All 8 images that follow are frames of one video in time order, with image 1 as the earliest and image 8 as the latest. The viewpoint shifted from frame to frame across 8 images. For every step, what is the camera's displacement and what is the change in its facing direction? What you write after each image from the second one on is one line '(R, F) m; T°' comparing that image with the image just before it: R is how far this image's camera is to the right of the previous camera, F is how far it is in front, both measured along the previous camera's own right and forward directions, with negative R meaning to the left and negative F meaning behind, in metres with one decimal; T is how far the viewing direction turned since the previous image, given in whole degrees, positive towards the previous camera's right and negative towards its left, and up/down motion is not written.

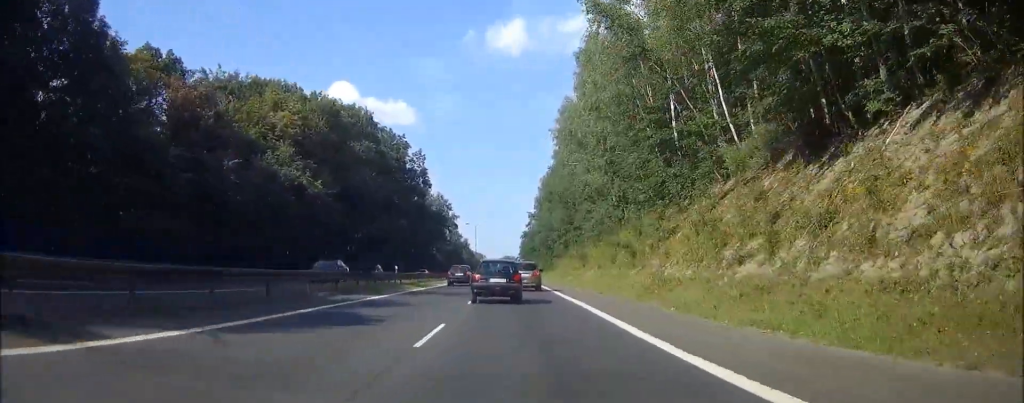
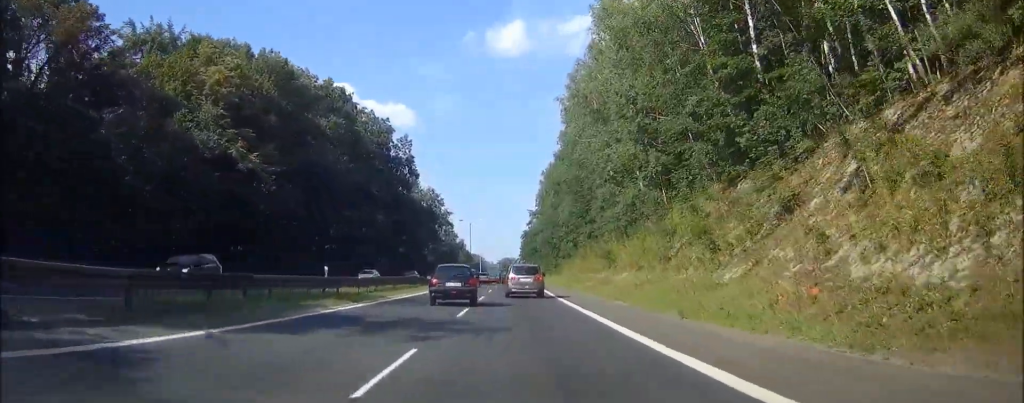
(0.0, +16.0) m; 0°
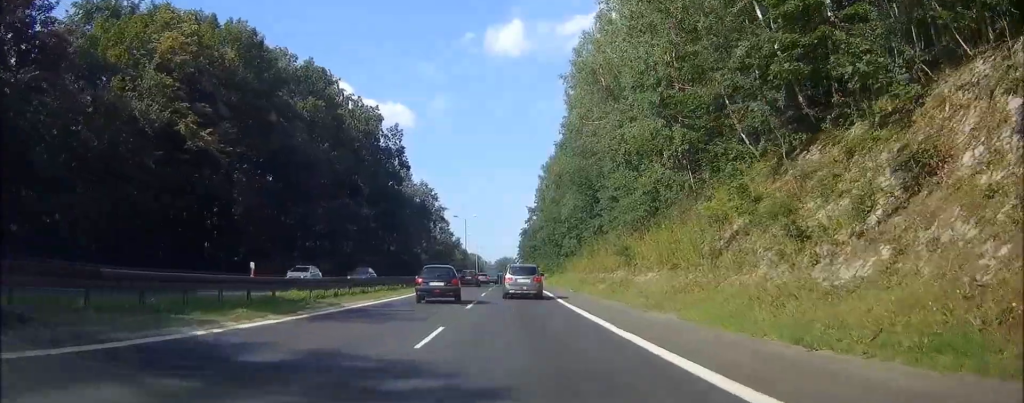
(0.0, +8.2) m; 0°
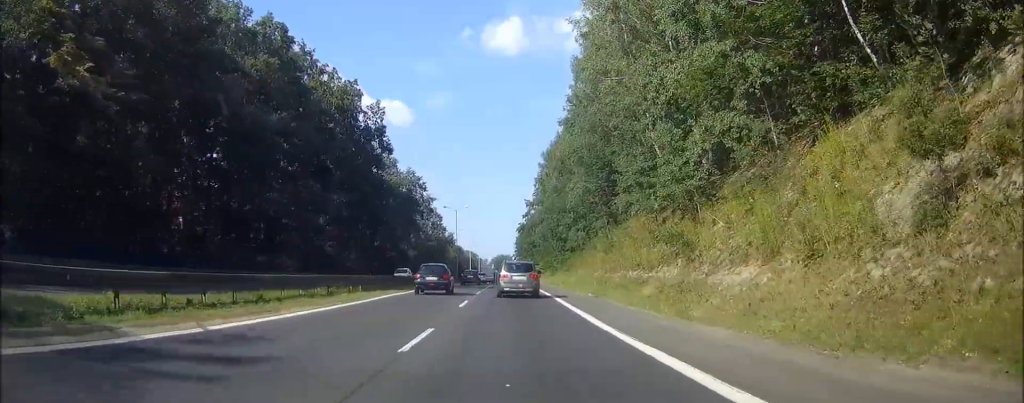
(0.0, +14.5) m; 0°
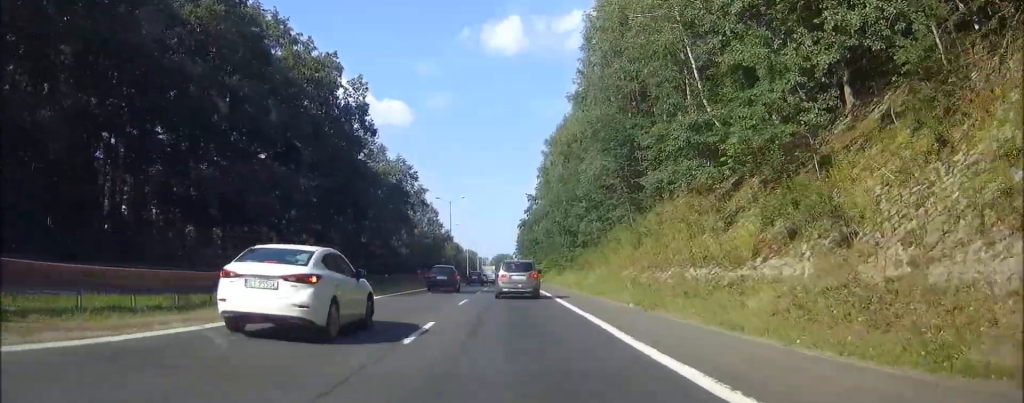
(0.0, +12.3) m; 0°
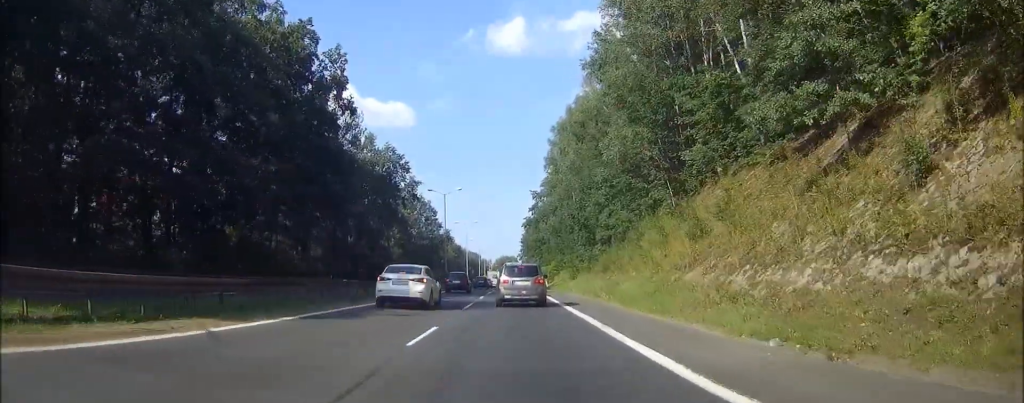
(0.0, +11.5) m; 0°
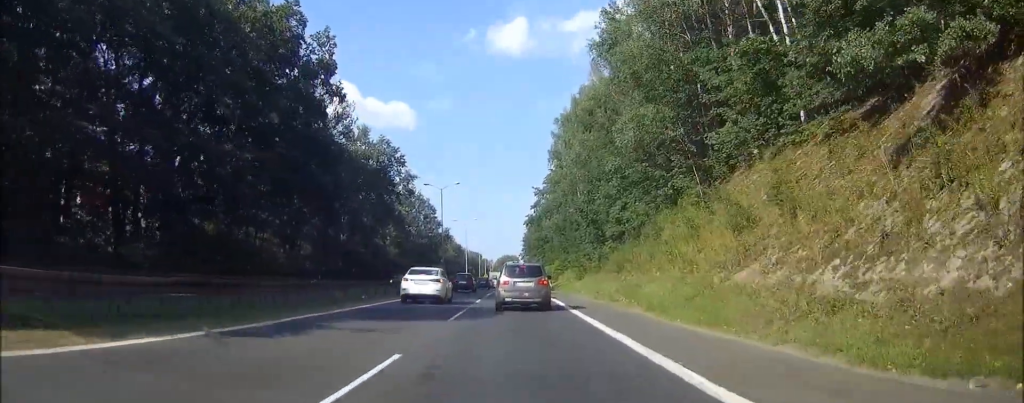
(0.0, +4.5) m; 0°
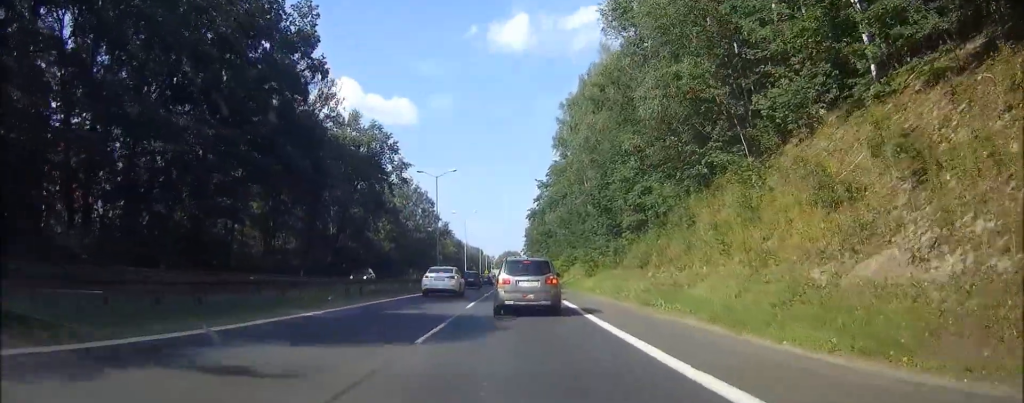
(0.0, +5.5) m; 0°
